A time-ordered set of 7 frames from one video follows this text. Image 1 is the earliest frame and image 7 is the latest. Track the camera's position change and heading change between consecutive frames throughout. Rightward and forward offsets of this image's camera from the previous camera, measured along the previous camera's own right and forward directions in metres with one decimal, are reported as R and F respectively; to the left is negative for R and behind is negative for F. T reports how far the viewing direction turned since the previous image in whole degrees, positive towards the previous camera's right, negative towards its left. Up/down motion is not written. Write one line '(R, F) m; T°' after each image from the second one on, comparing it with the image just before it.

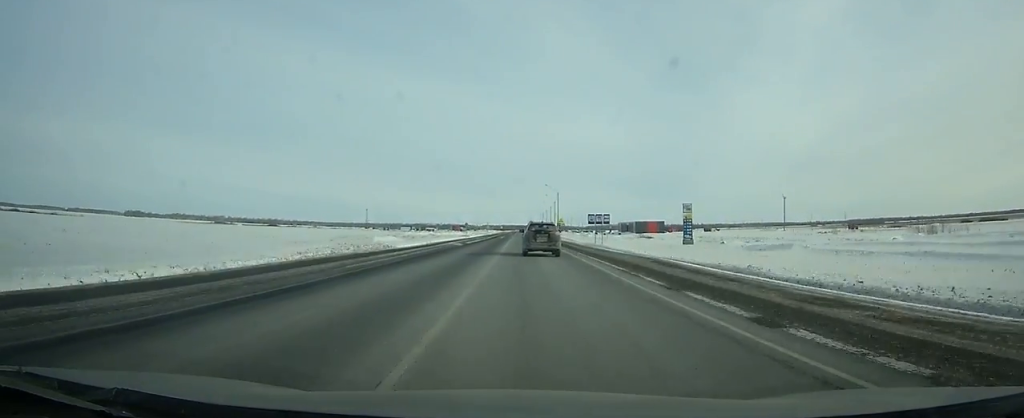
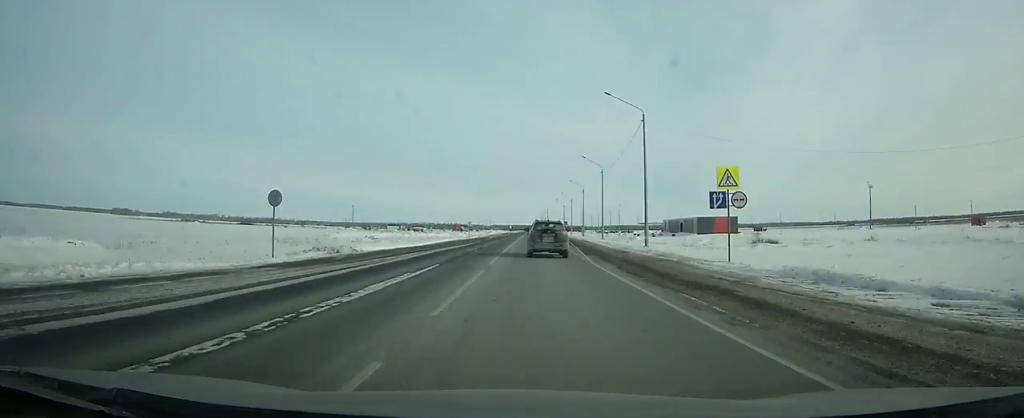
(-0.6, +90.0) m; -1°
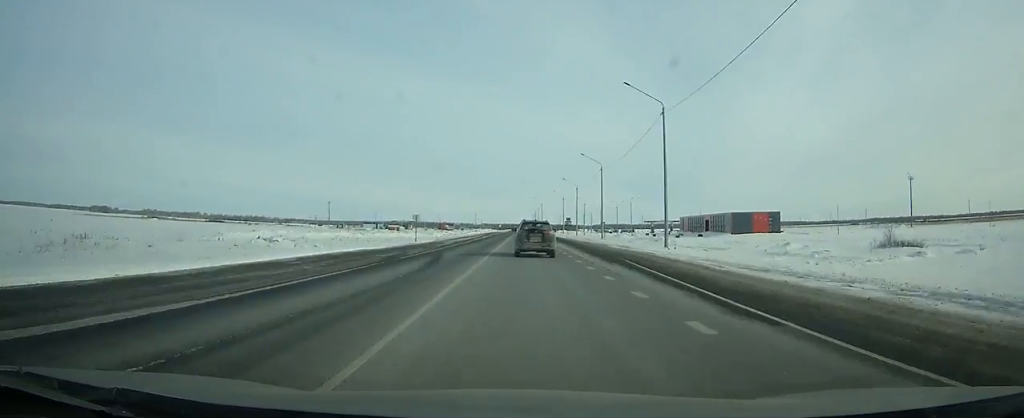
(0.0, +42.7) m; 0°
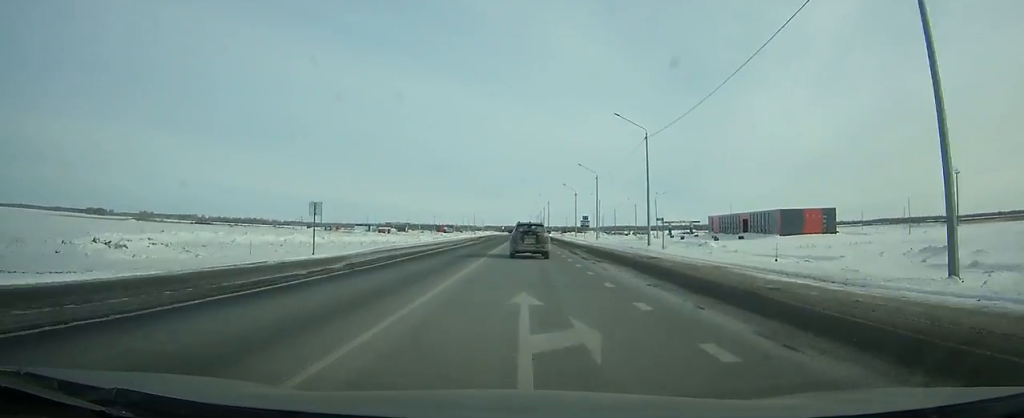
(0.0, +30.7) m; 0°
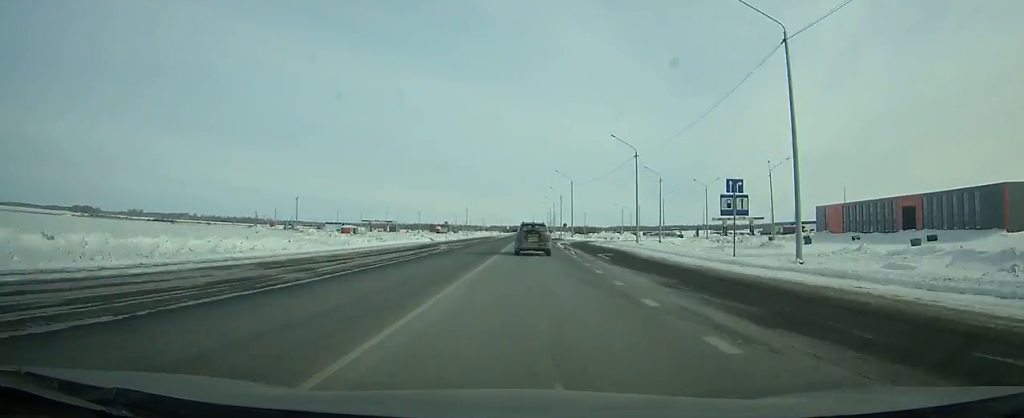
(-0.1, +67.4) m; 0°
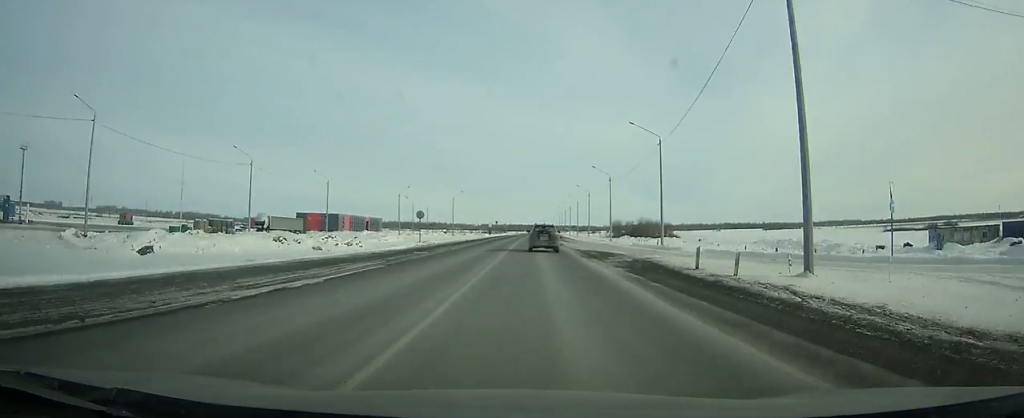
(+0.6, +250.7) m; 0°
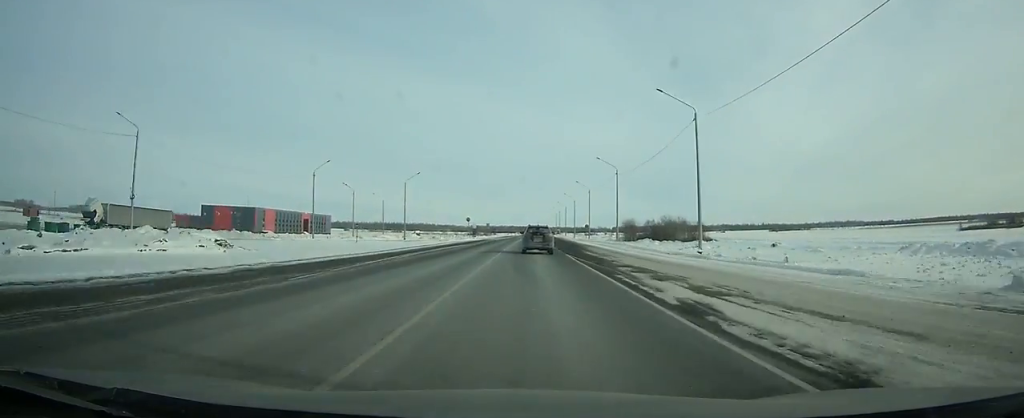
(+0.1, +54.6) m; 0°
